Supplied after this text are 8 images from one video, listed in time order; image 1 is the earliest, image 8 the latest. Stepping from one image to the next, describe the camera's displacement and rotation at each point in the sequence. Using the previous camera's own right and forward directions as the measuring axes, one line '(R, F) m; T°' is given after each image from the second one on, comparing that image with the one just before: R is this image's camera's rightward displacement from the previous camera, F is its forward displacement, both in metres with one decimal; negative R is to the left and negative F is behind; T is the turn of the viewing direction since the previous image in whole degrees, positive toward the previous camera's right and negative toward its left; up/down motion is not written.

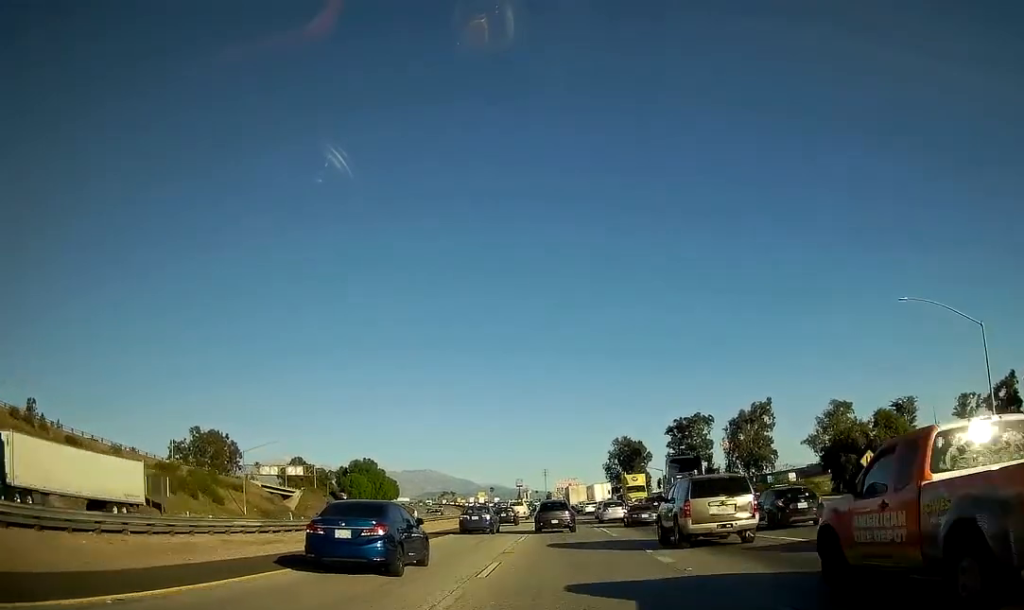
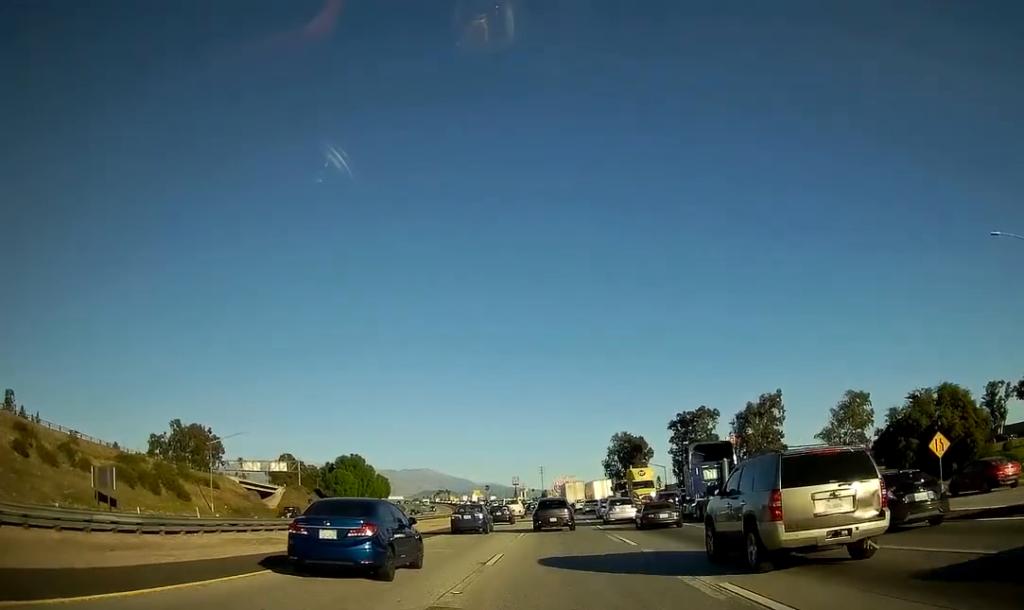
(-0.1, +12.2) m; 0°
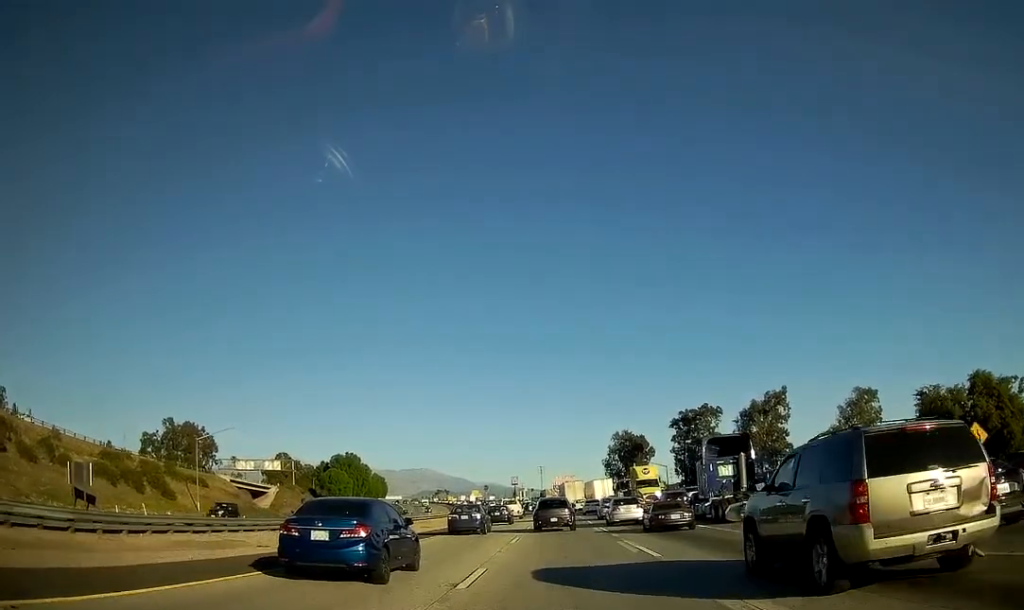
(0.0, +4.7) m; 0°
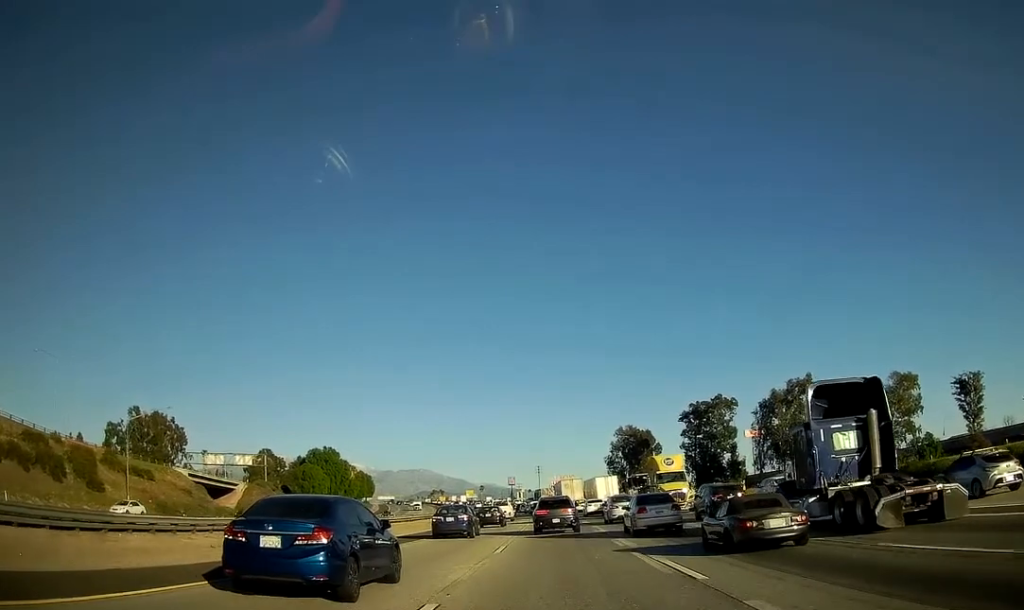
(-0.2, +20.8) m; +1°
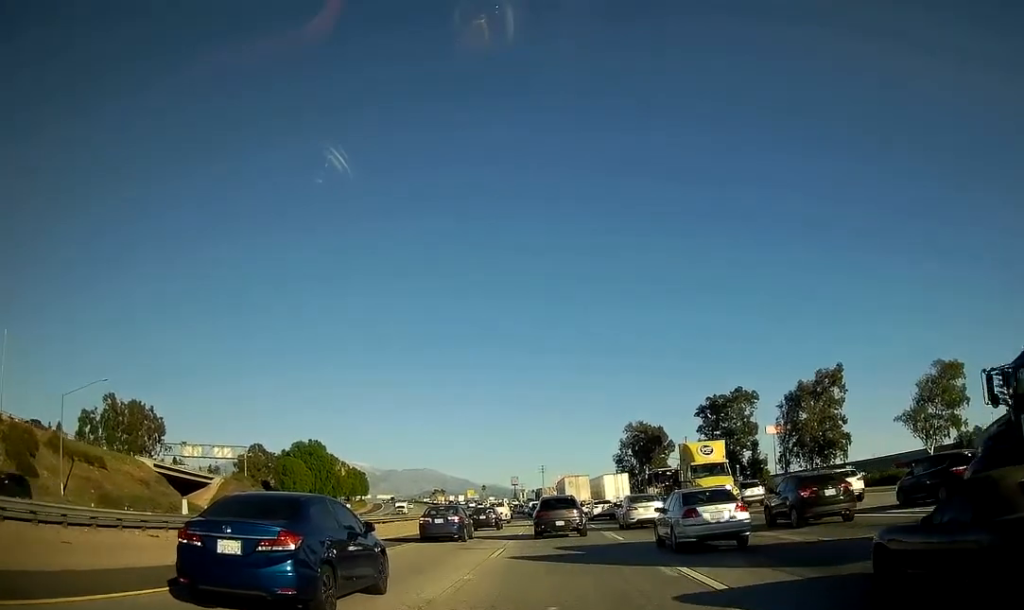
(+0.4, +15.7) m; 0°
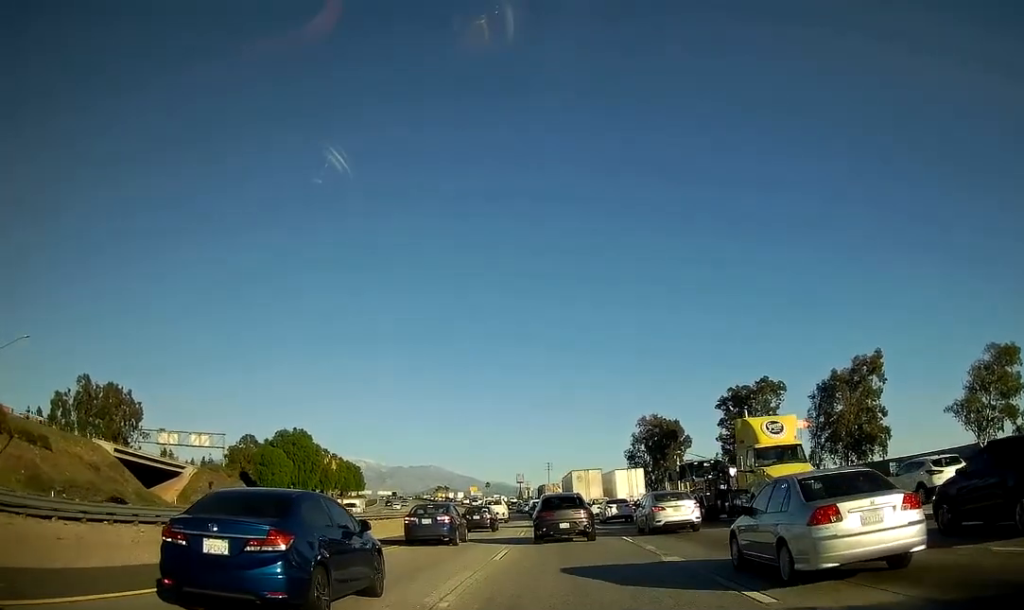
(-0.5, +16.4) m; -2°
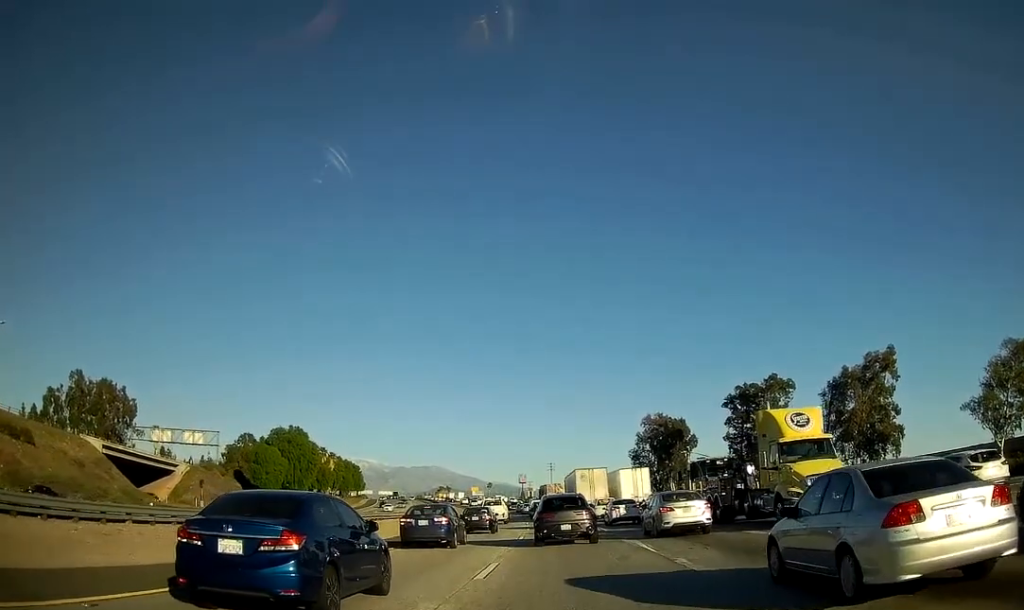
(0.0, +4.4) m; 0°
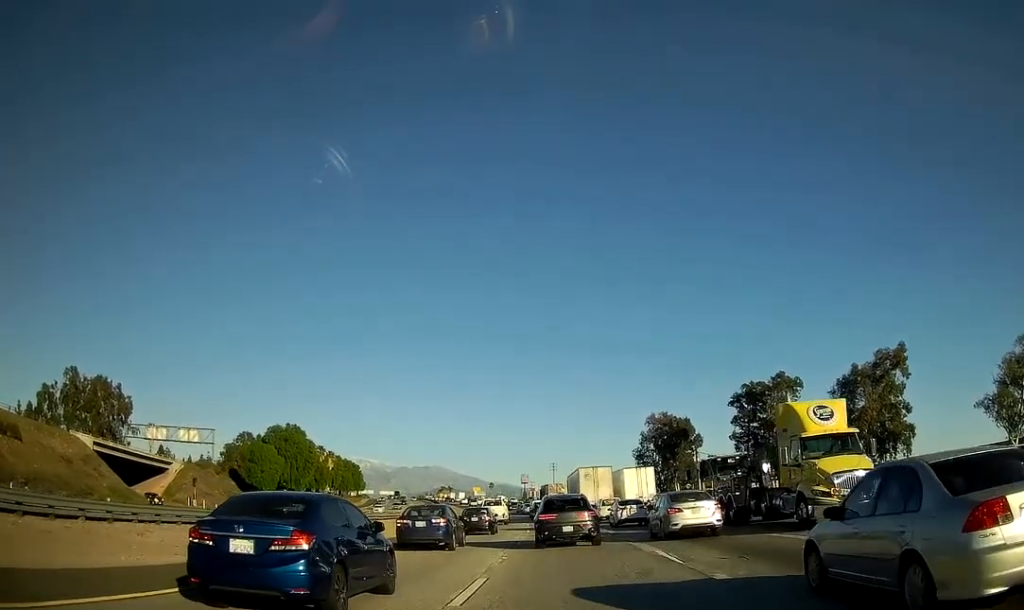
(0.0, +3.5) m; 0°
